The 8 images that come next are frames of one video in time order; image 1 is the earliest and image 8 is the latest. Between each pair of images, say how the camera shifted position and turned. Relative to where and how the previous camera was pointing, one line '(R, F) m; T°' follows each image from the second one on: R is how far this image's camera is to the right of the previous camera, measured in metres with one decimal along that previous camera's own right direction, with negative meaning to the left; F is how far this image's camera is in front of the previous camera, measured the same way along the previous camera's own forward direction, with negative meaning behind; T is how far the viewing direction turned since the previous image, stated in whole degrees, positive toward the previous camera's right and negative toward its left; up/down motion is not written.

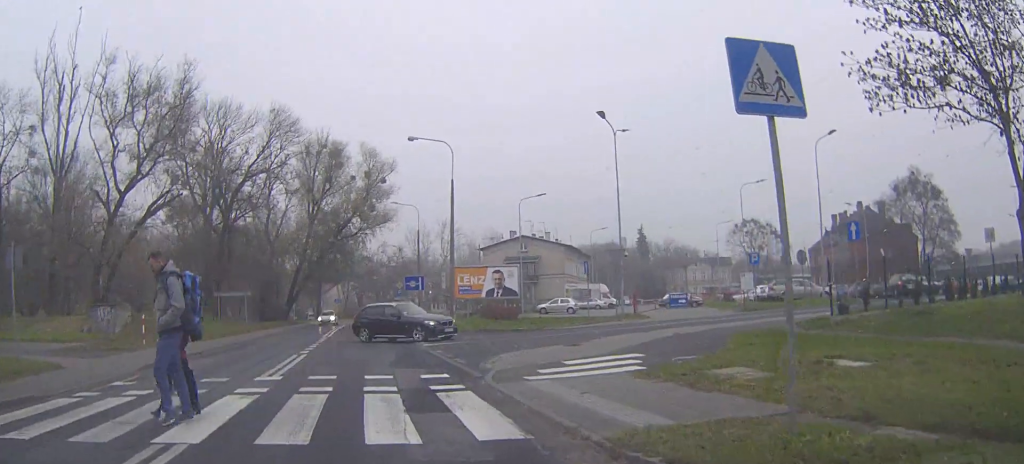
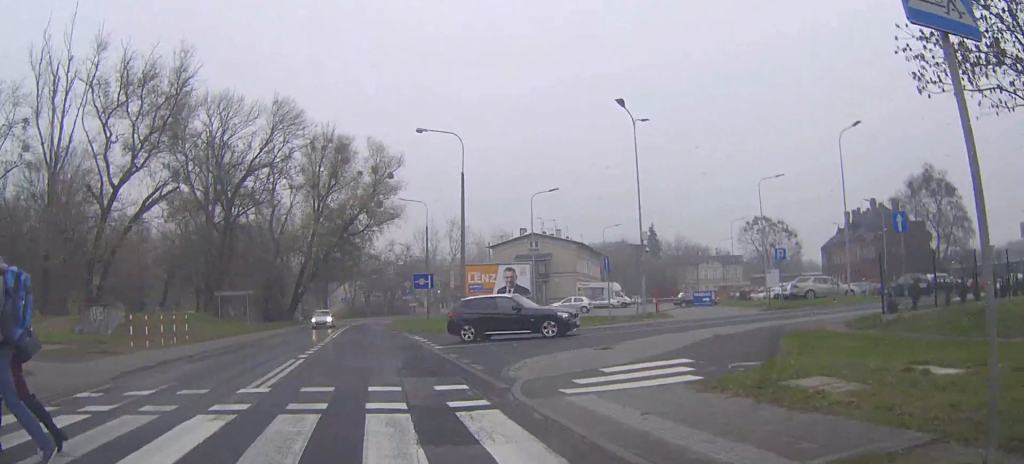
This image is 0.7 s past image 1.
(-0.1, +1.7) m; -1°
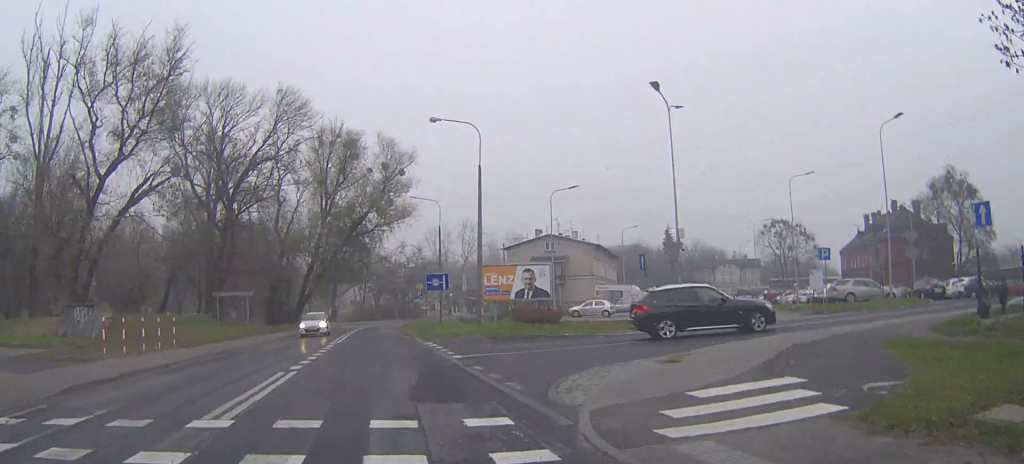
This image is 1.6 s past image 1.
(0.0, +2.9) m; +1°
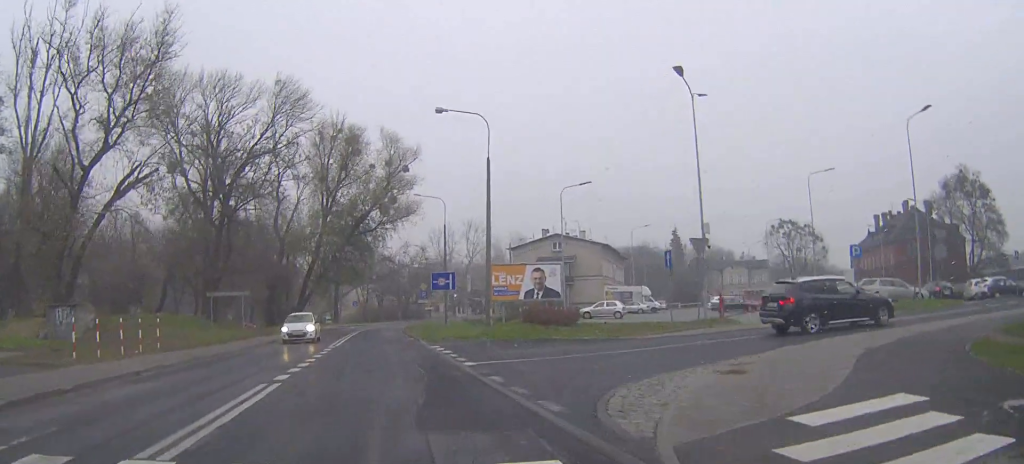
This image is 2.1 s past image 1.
(+0.1, +2.0) m; 0°
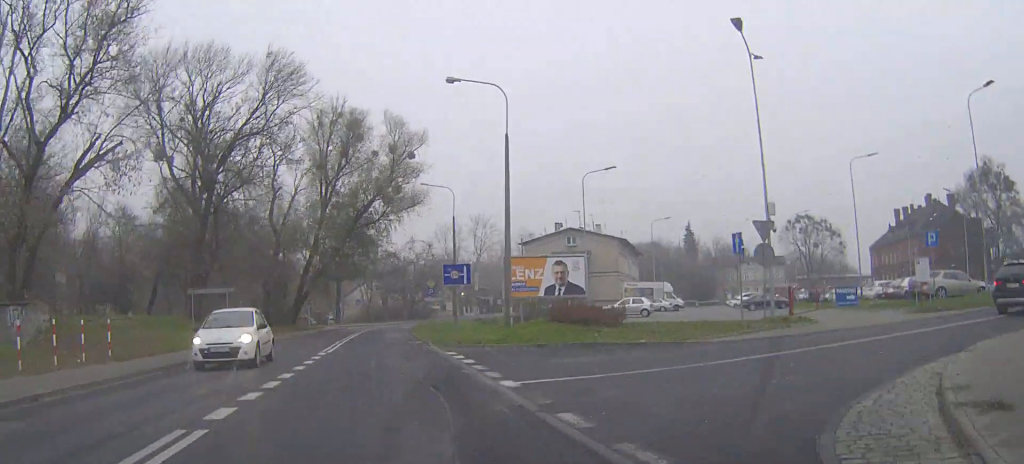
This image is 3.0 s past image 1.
(-0.1, +5.0) m; -1°
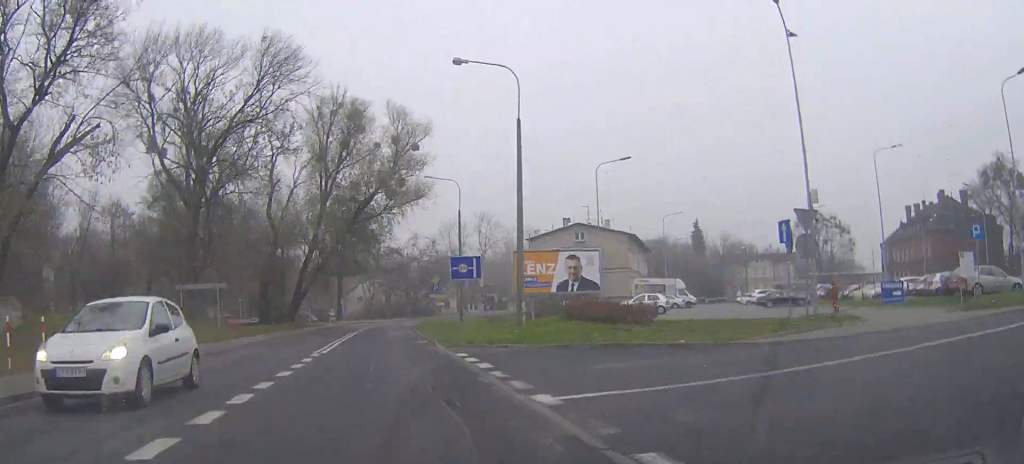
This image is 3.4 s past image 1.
(0.0, +2.7) m; -1°
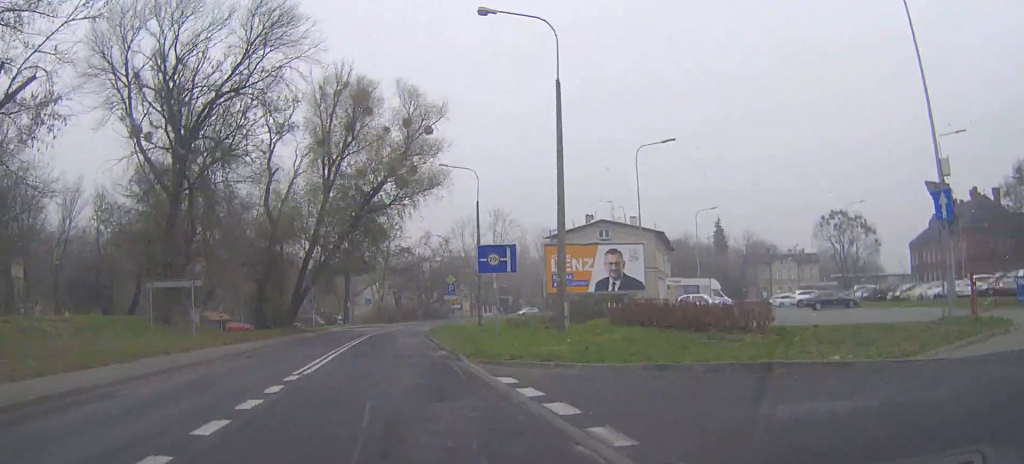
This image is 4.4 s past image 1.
(0.0, +6.2) m; -1°
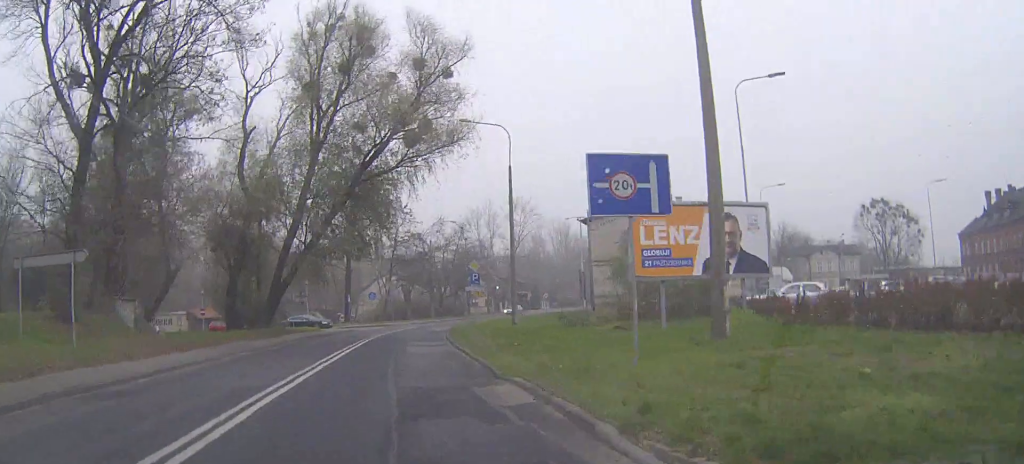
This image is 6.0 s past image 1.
(-0.3, +12.0) m; -2°
